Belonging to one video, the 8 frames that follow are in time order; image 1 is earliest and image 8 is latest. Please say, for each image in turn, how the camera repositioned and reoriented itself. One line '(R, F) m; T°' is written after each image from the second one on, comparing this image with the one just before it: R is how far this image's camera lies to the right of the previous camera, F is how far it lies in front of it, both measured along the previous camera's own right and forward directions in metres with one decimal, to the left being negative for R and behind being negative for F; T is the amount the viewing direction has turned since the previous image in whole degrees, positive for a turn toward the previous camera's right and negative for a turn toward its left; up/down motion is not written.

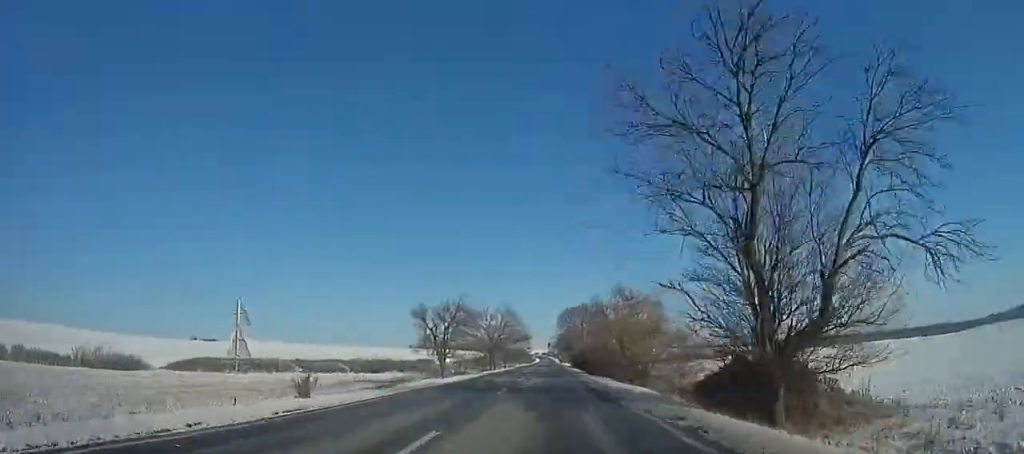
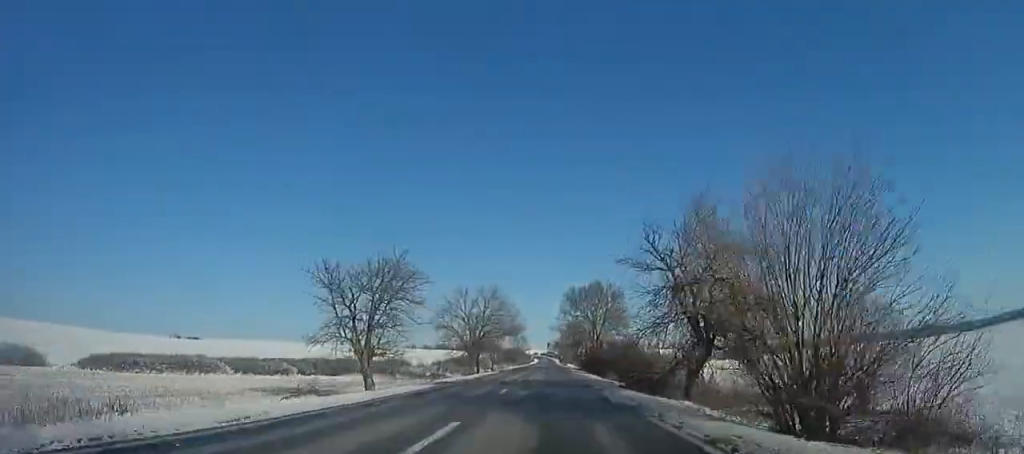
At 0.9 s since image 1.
(0.0, +12.6) m; 0°
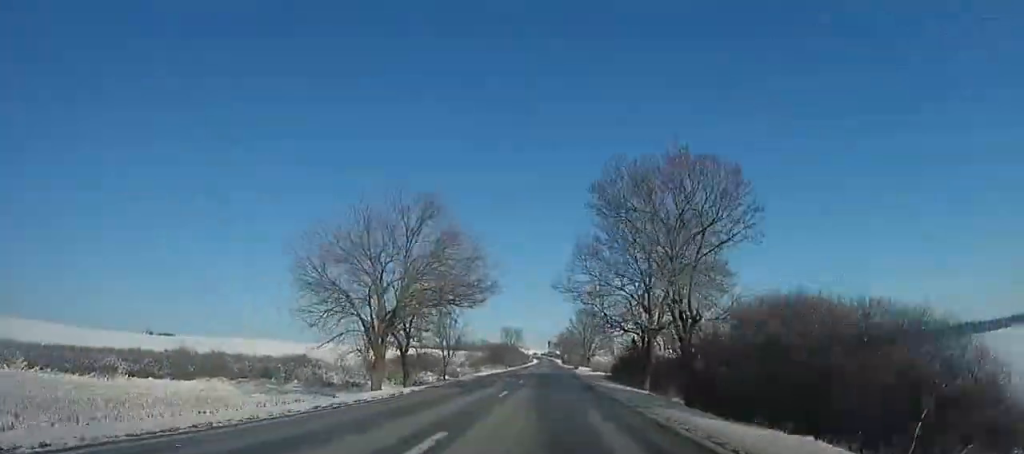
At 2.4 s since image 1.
(0.0, +21.1) m; 0°
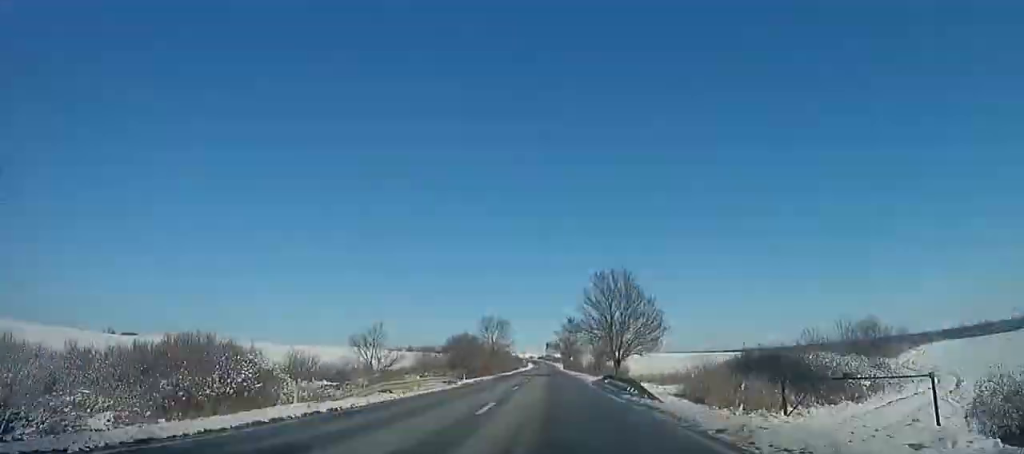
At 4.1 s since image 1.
(0.0, +23.3) m; 0°
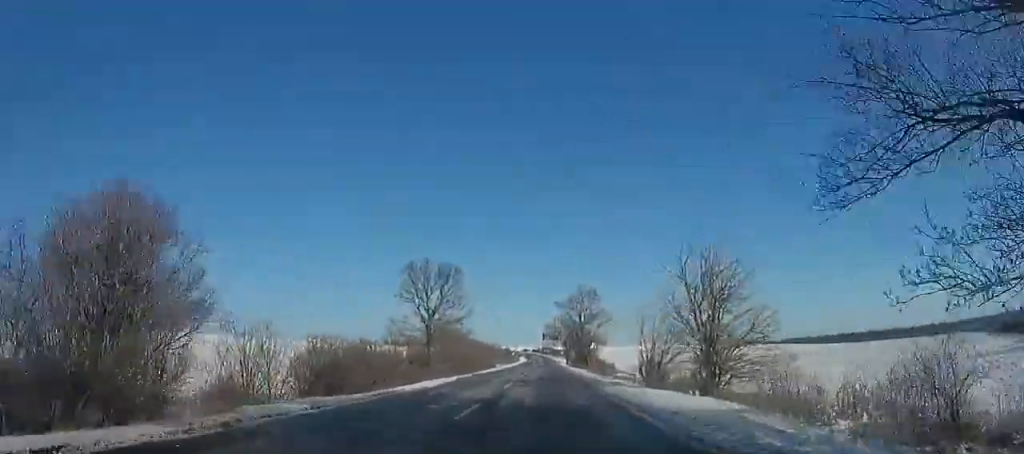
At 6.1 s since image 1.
(+0.1, +28.3) m; 0°
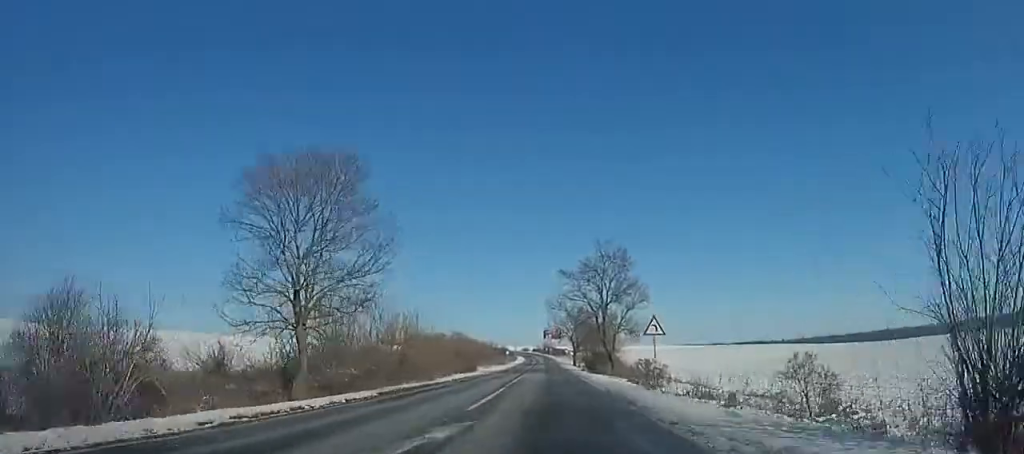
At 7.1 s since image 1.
(+0.1, +14.3) m; 0°
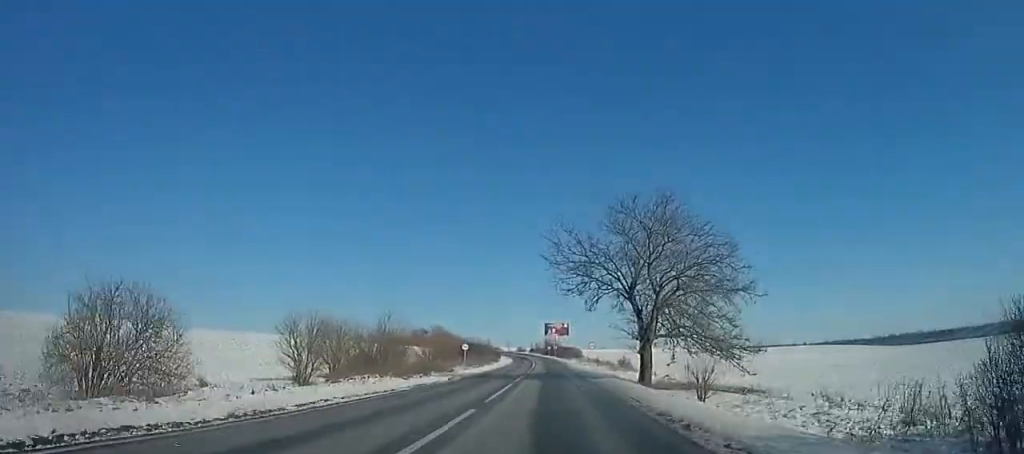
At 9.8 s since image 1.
(0.0, +44.1) m; 0°
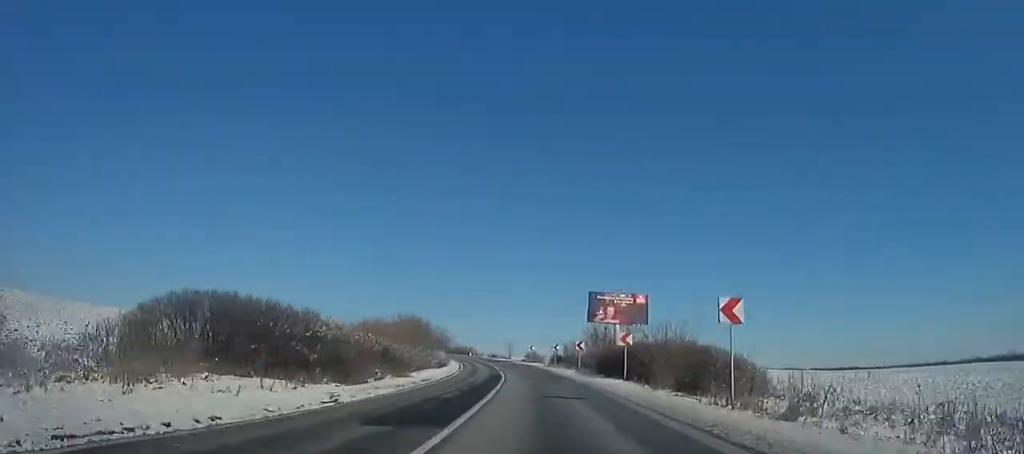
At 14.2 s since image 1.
(-1.9, +80.0) m; -4°
